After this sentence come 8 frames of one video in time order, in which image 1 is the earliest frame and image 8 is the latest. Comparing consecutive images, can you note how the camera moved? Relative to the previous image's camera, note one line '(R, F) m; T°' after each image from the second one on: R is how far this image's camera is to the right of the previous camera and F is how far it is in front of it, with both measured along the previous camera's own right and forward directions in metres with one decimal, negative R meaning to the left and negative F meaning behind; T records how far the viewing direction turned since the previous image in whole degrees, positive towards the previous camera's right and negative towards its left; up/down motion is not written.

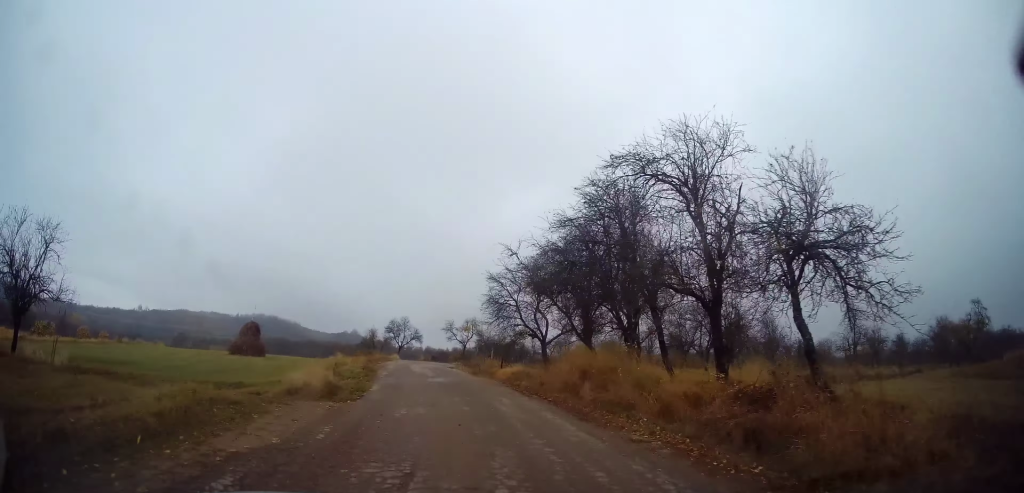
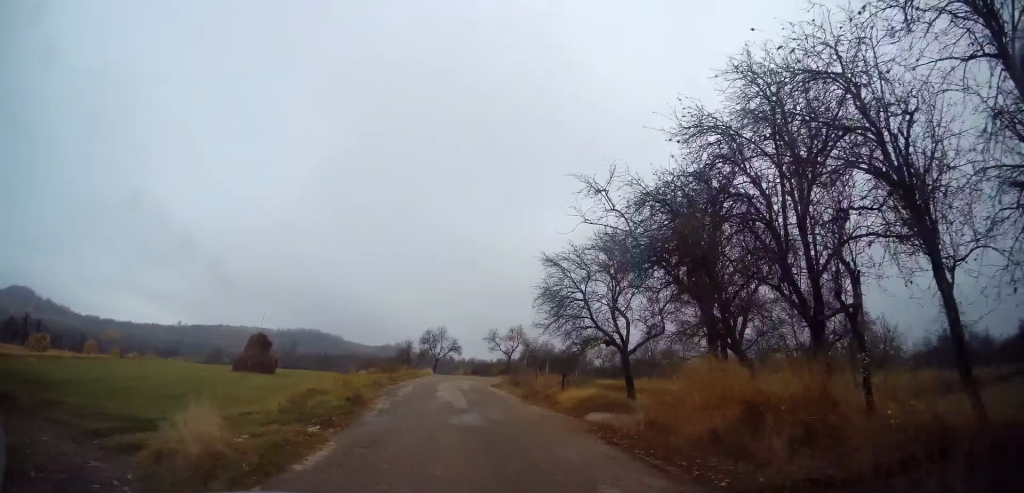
(-0.3, +7.4) m; -3°
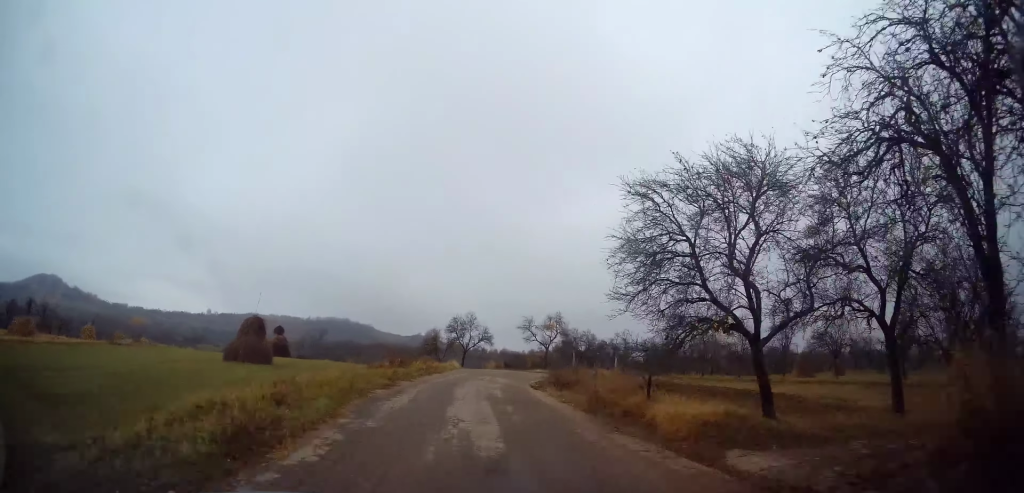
(-0.5, +6.6) m; -2°
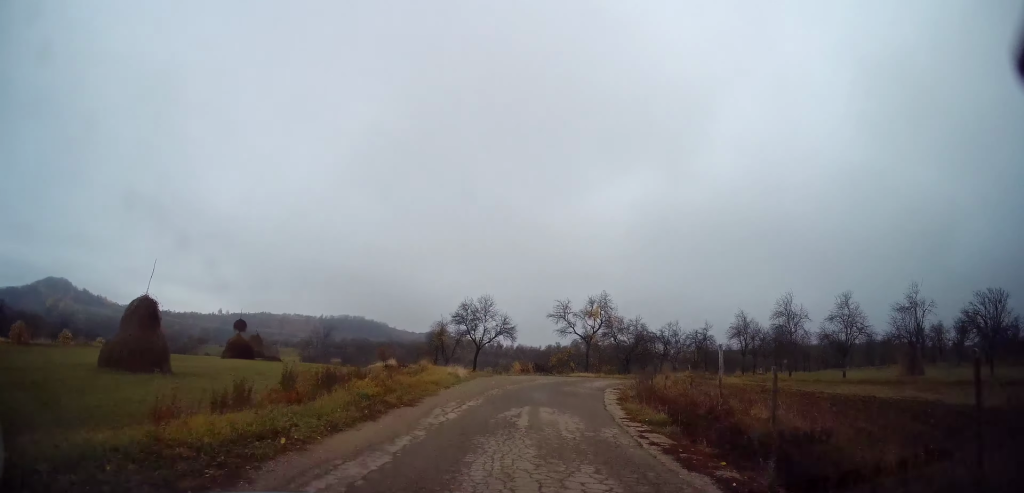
(+0.1, +13.8) m; -2°
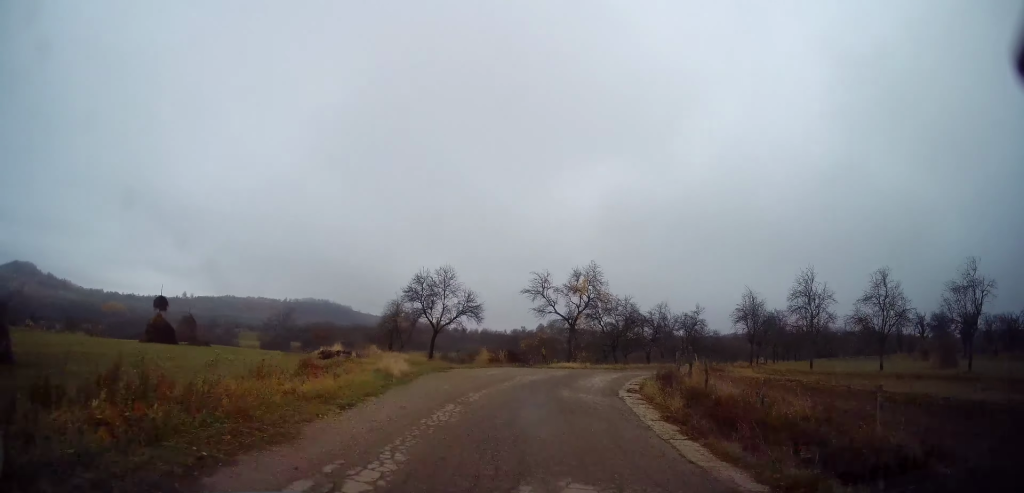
(-0.5, +7.8) m; 0°
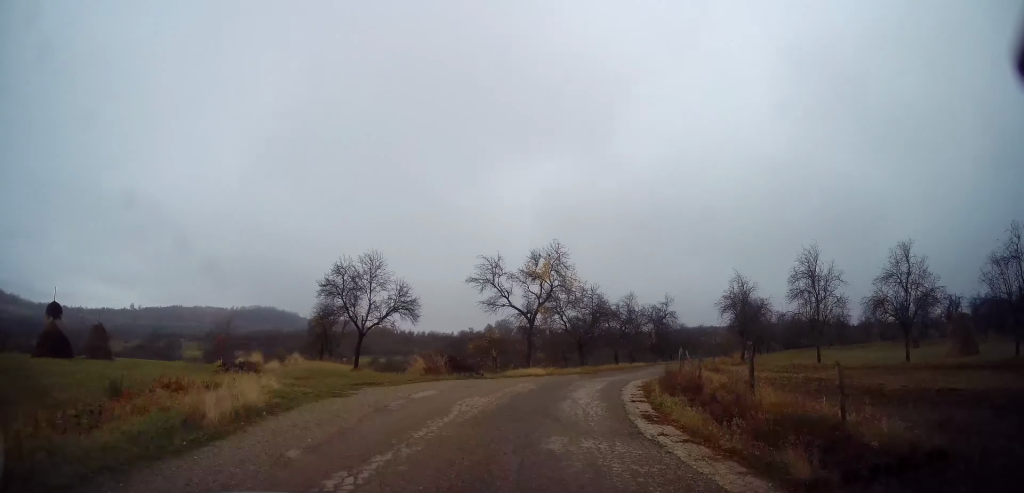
(+0.2, +6.7) m; +4°
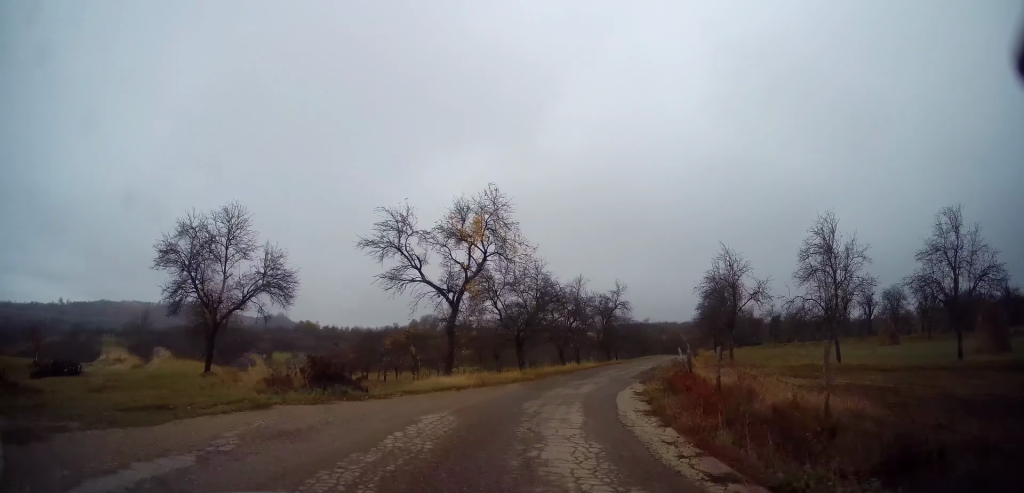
(+0.6, +8.7) m; +8°
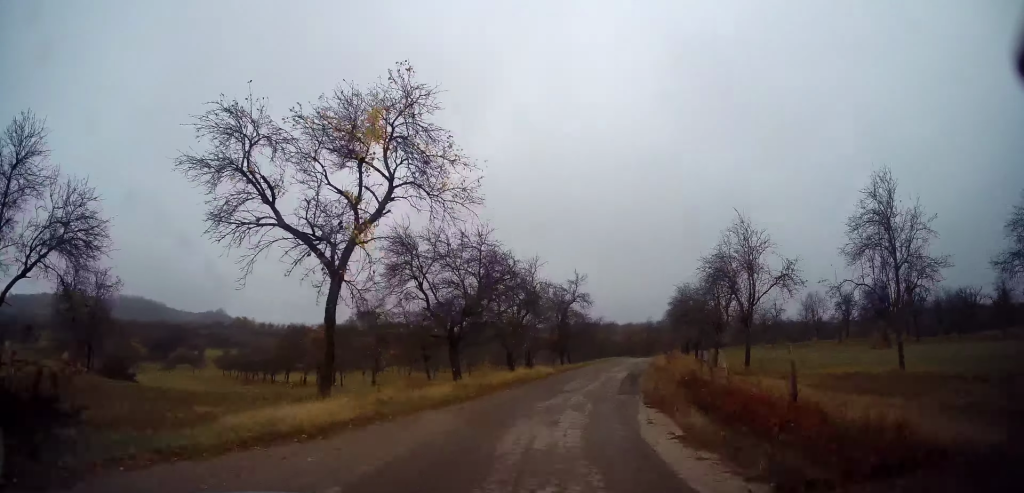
(+0.6, +8.4) m; +8°
